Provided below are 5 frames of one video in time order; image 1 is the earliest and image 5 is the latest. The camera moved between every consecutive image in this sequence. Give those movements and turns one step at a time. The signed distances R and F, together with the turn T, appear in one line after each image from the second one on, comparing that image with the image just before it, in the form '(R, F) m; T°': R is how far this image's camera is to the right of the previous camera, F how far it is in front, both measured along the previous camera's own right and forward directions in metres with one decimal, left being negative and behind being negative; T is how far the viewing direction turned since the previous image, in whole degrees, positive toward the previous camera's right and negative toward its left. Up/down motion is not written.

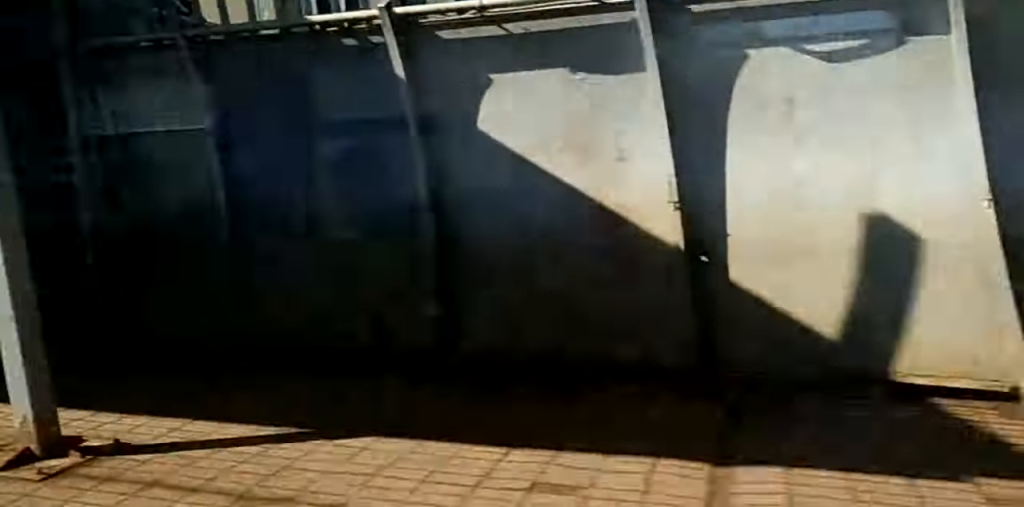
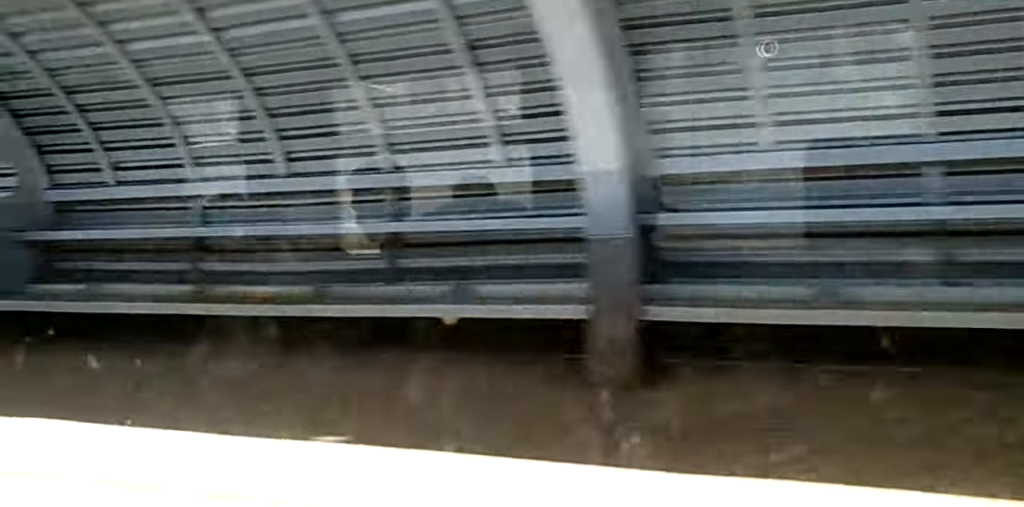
(-0.2, +16.9) m; -1°
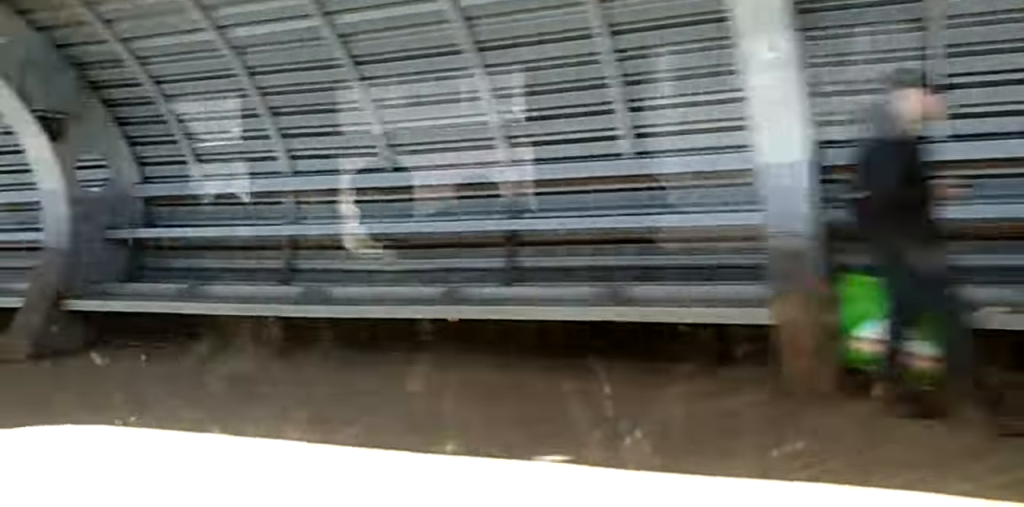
(0.0, +7.2) m; +2°
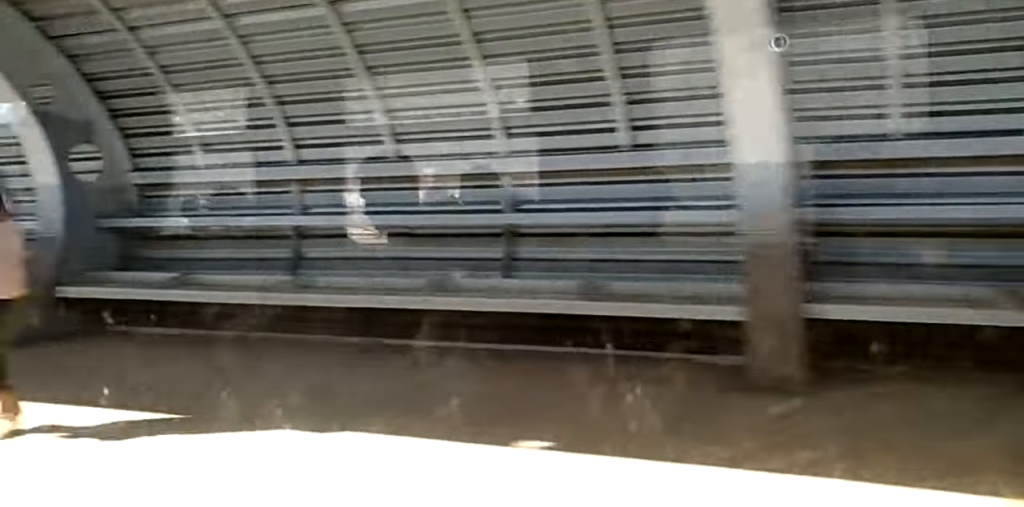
(+0.9, +22.3) m; 0°
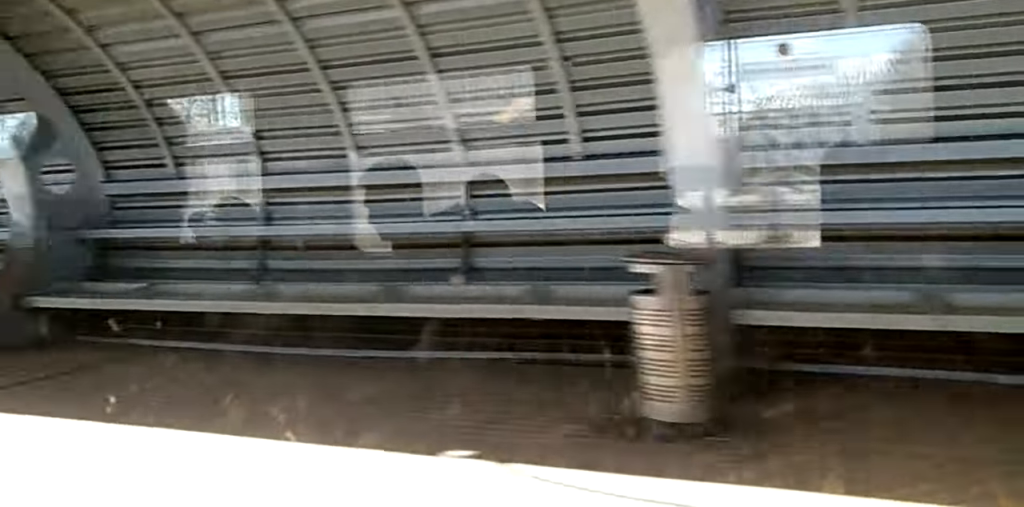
(-0.8, +15.3) m; -4°
